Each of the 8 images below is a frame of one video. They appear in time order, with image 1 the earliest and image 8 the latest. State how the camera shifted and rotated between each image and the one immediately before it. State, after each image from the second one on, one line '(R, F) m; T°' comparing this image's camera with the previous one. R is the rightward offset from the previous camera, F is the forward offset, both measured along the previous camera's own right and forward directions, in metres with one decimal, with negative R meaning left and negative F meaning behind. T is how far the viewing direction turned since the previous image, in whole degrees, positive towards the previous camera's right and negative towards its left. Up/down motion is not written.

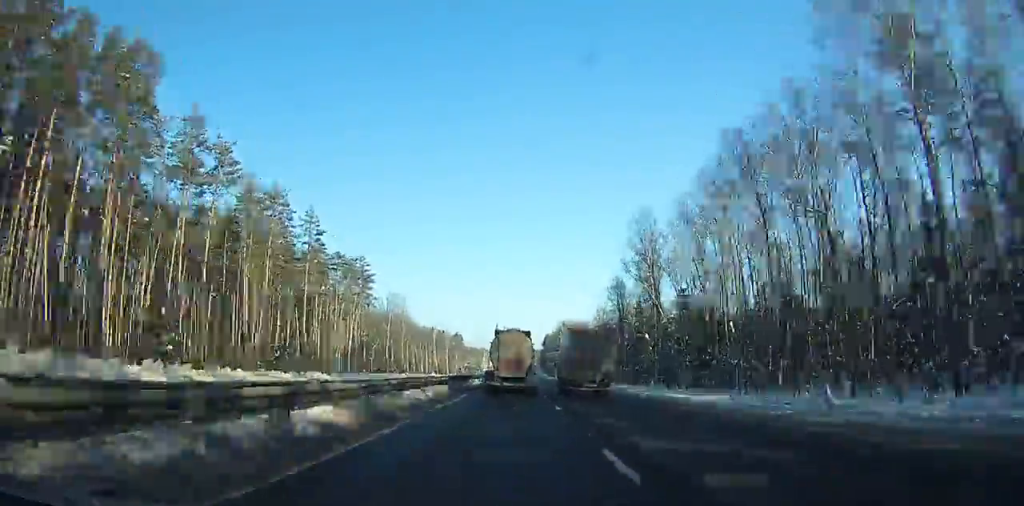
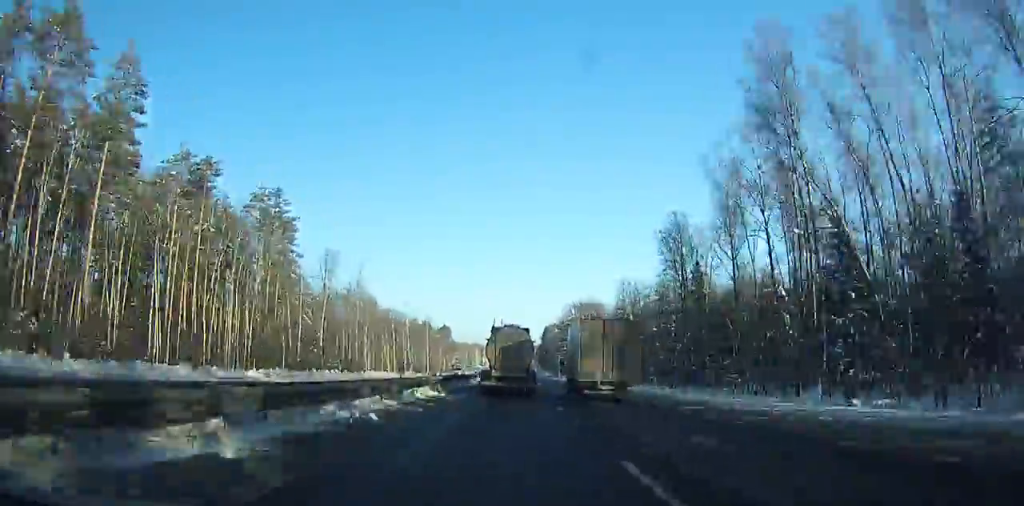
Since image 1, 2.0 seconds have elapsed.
(+0.4, +47.8) m; 0°
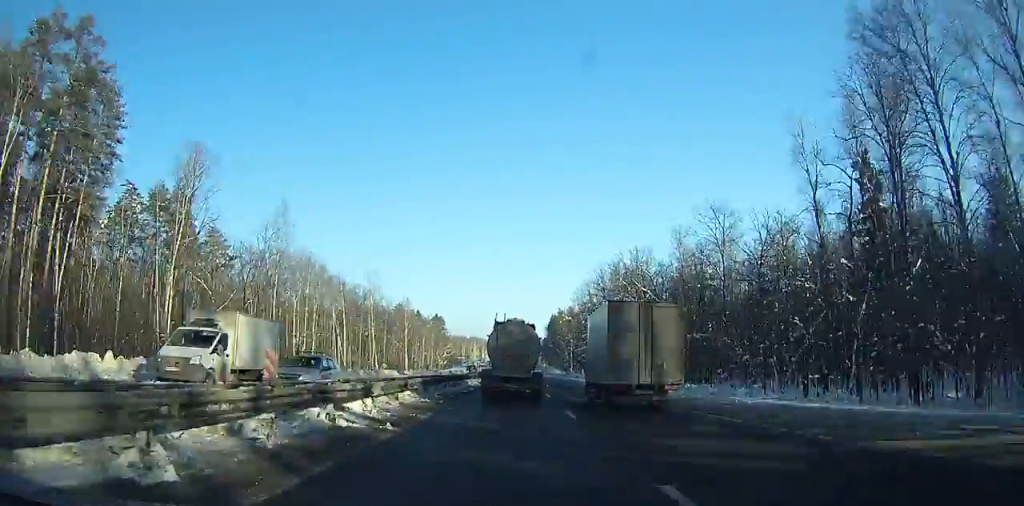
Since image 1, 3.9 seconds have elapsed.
(+0.9, +46.3) m; -2°
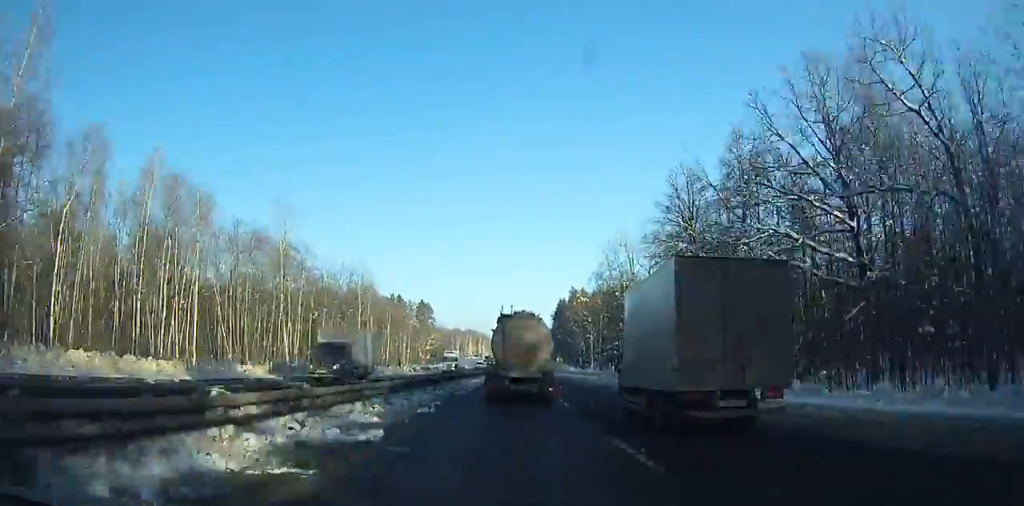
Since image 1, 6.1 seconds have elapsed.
(-2.1, +51.8) m; 0°
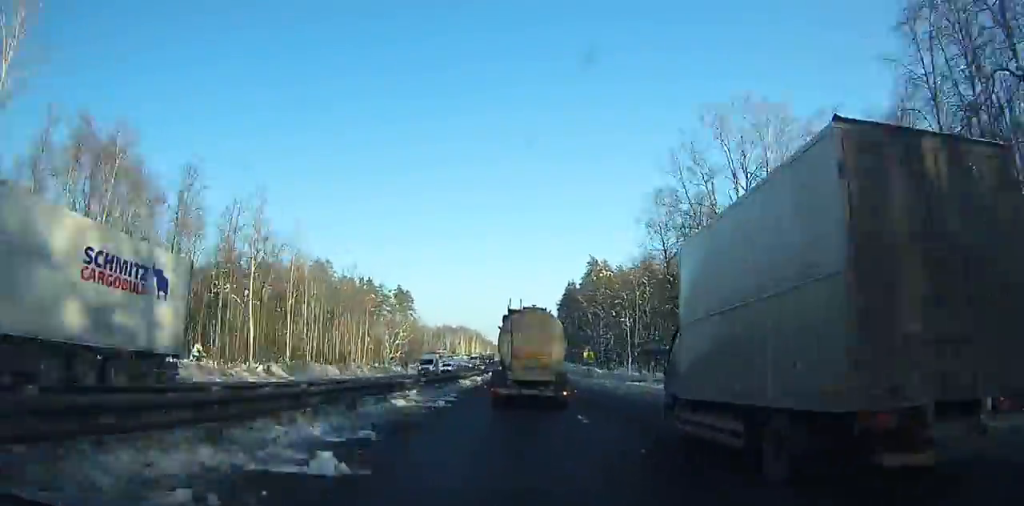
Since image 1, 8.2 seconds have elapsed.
(-0.6, +51.8) m; +1°
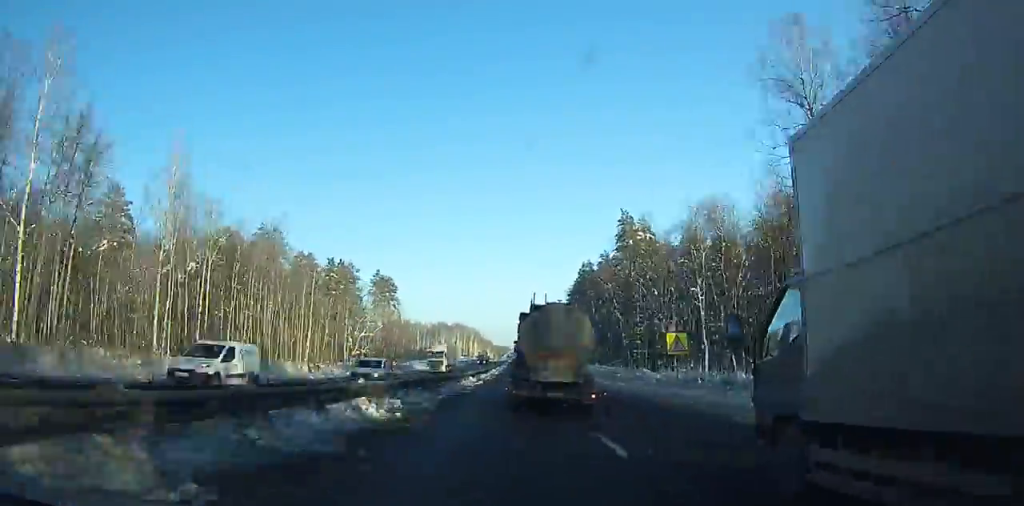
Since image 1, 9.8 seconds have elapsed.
(+1.8, +42.8) m; +1°
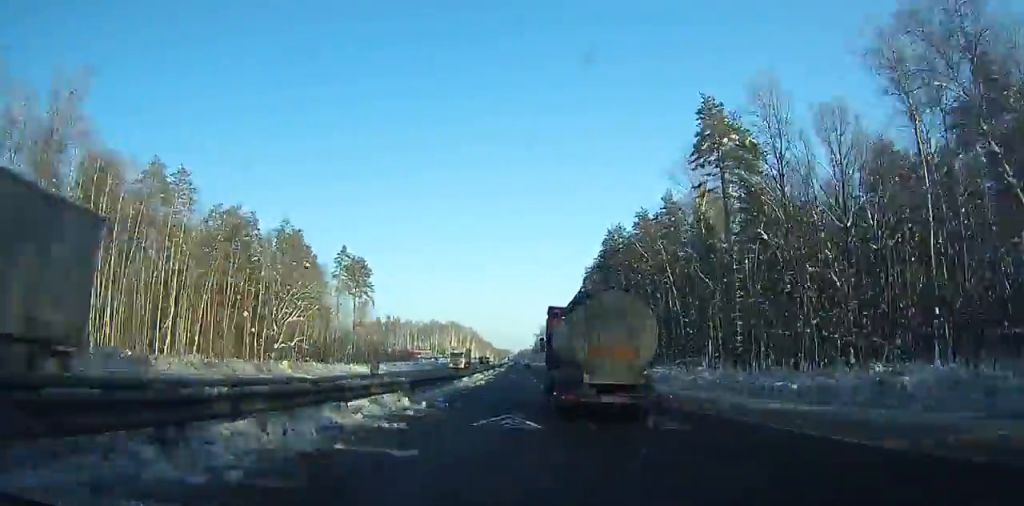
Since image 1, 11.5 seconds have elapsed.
(+0.3, +46.9) m; 0°
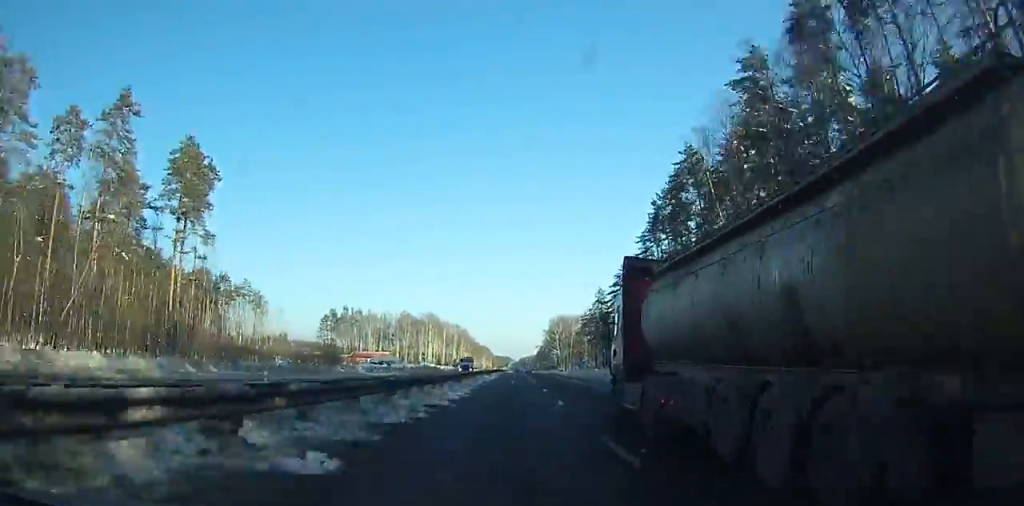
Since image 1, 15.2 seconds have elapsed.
(-0.8, +104.7) m; 0°
